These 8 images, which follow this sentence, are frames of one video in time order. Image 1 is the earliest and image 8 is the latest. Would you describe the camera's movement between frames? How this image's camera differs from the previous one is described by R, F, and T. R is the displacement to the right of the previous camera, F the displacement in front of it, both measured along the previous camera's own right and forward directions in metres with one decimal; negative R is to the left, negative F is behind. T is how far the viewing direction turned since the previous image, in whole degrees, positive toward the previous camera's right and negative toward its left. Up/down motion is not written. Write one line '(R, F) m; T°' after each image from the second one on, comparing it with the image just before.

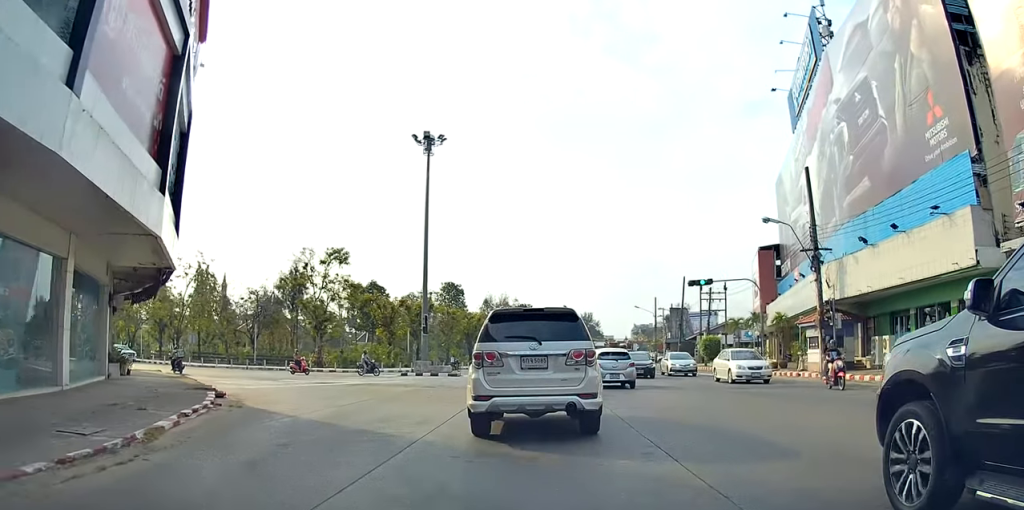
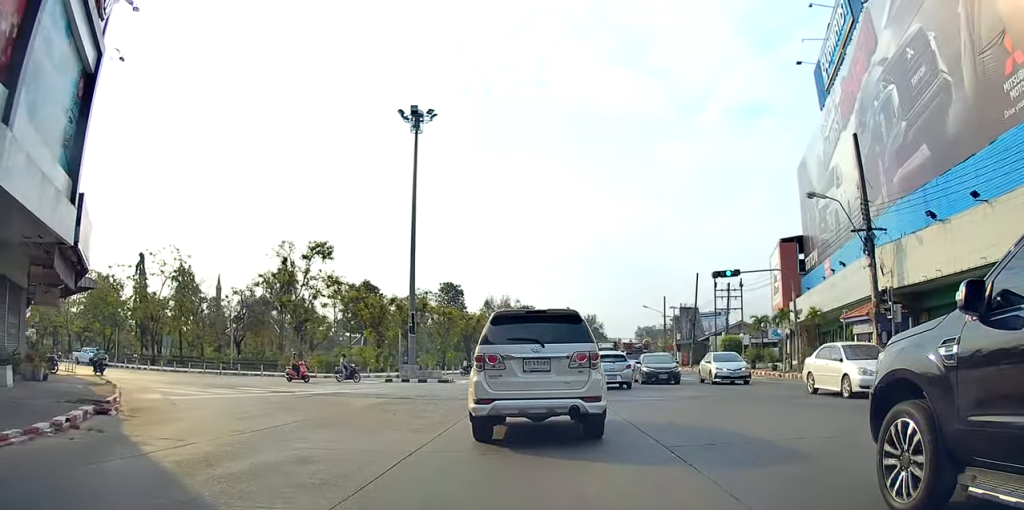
(+0.5, +5.3) m; +6°
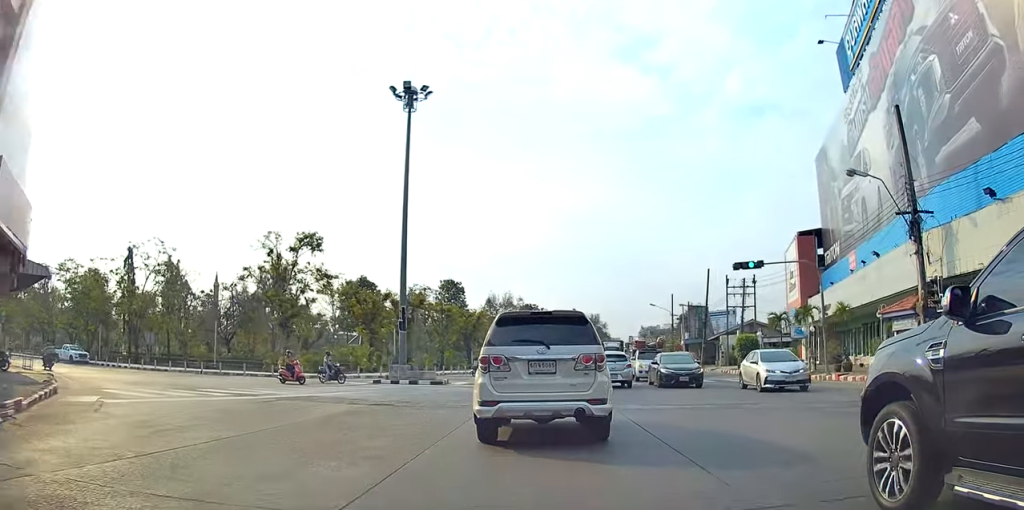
(0.0, +3.3) m; +4°
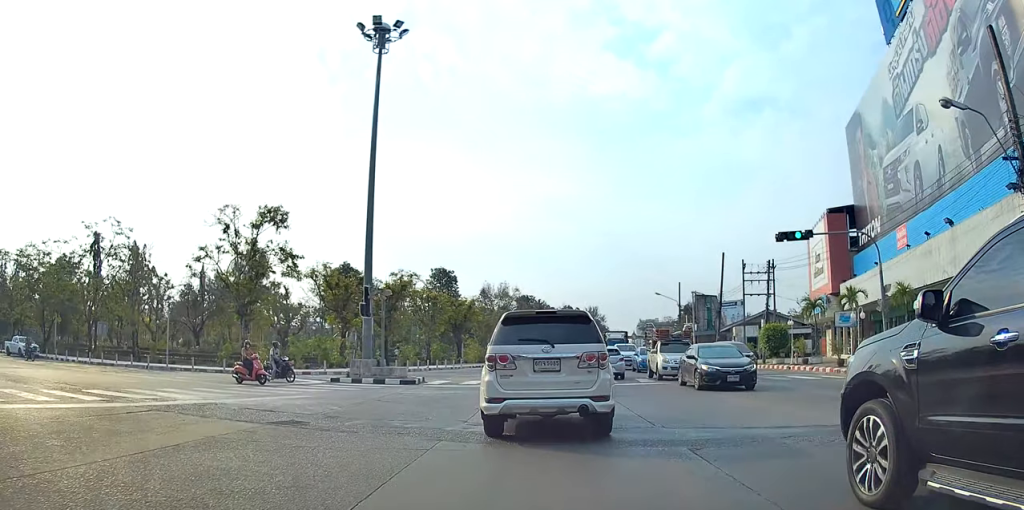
(+0.5, +6.7) m; +7°
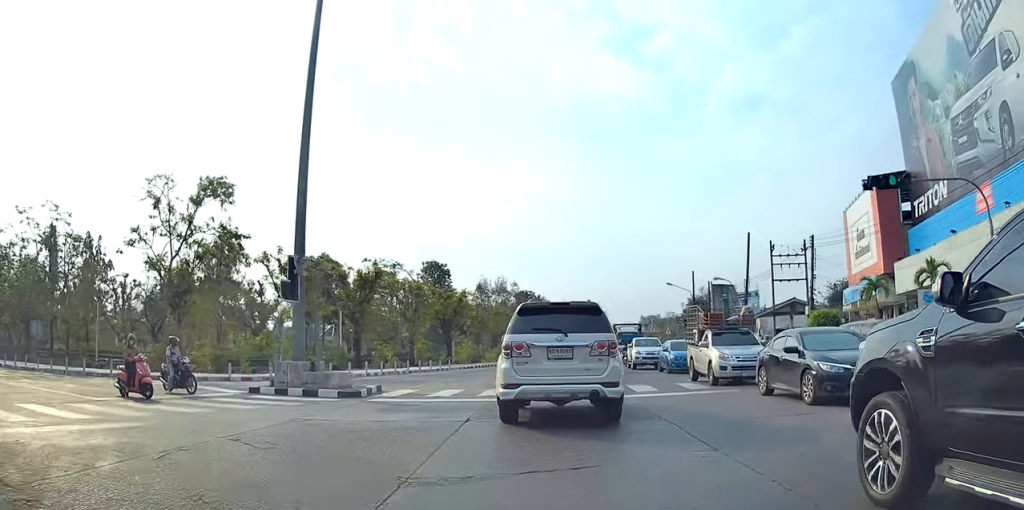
(+0.2, +7.0) m; -2°
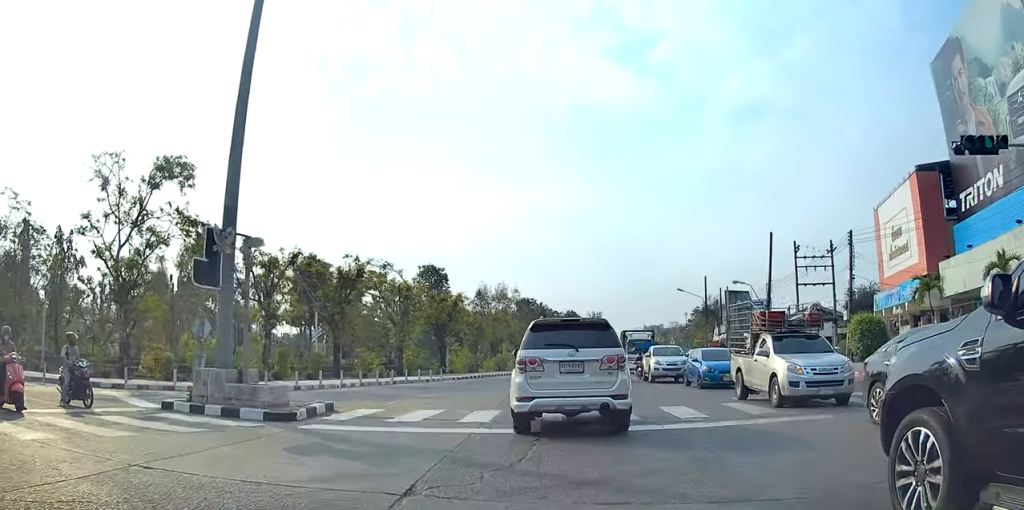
(-0.2, +4.1) m; -1°
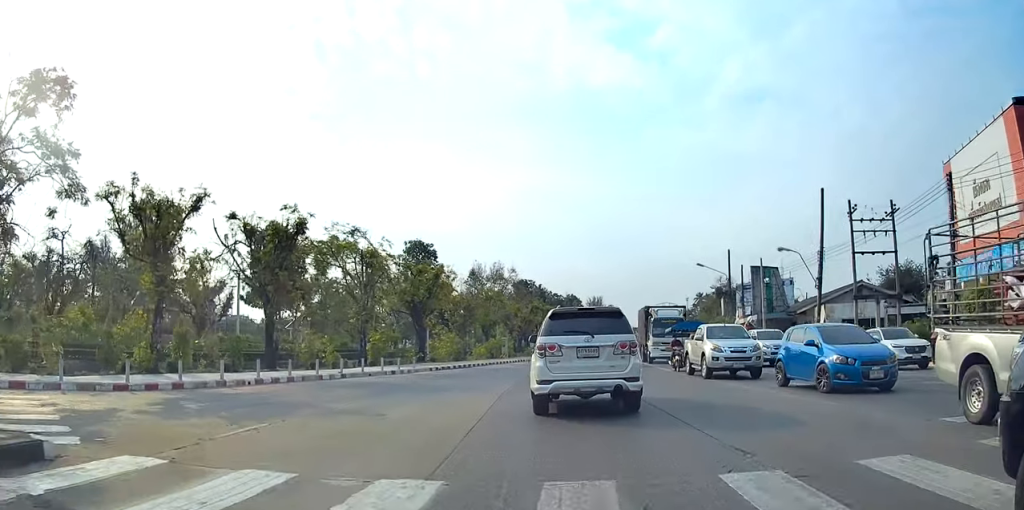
(+0.4, +8.4) m; +11°
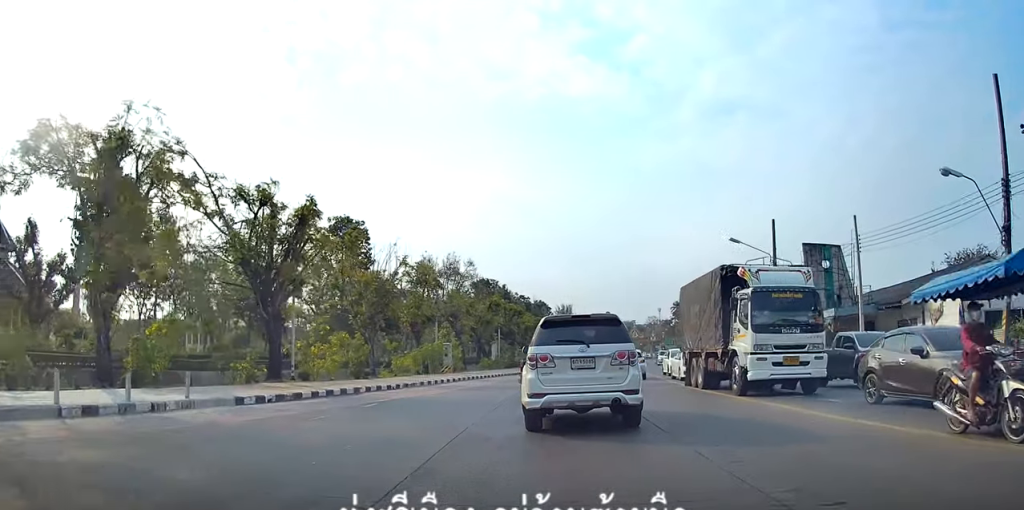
(+3.4, +19.9) m; +6°
